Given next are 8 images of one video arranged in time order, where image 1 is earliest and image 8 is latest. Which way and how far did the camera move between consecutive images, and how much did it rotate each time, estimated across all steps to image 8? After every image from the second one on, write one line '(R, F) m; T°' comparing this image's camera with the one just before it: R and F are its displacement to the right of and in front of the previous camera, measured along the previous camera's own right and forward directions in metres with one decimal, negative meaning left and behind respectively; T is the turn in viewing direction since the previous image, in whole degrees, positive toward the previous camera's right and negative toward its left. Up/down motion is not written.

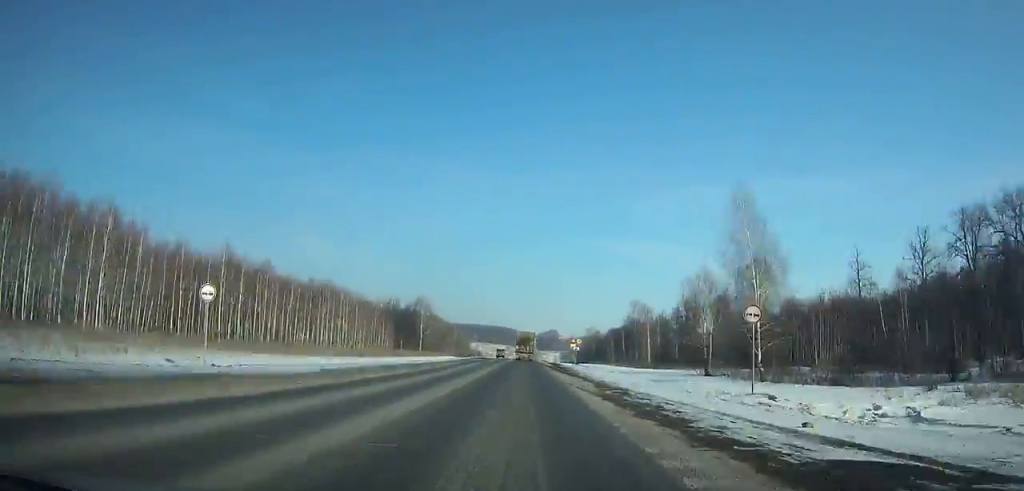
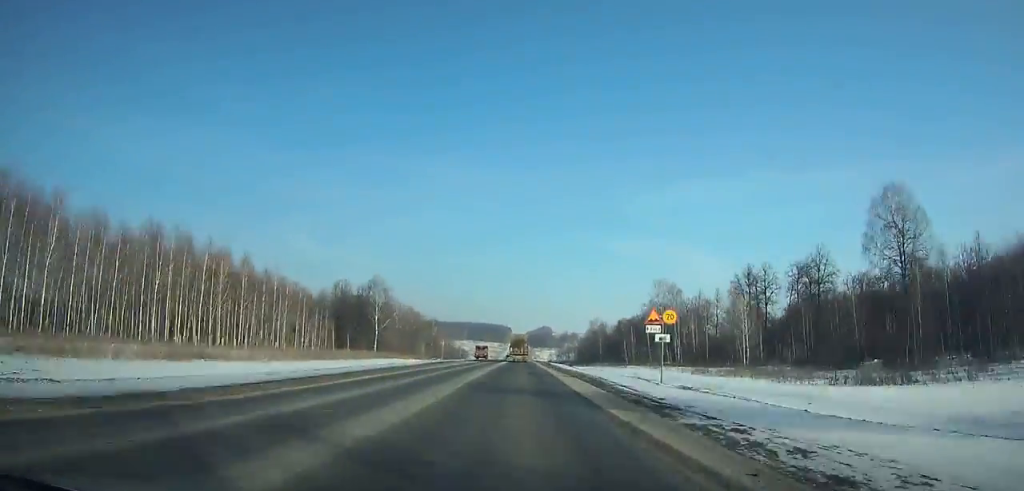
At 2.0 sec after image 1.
(+0.1, +50.0) m; 0°
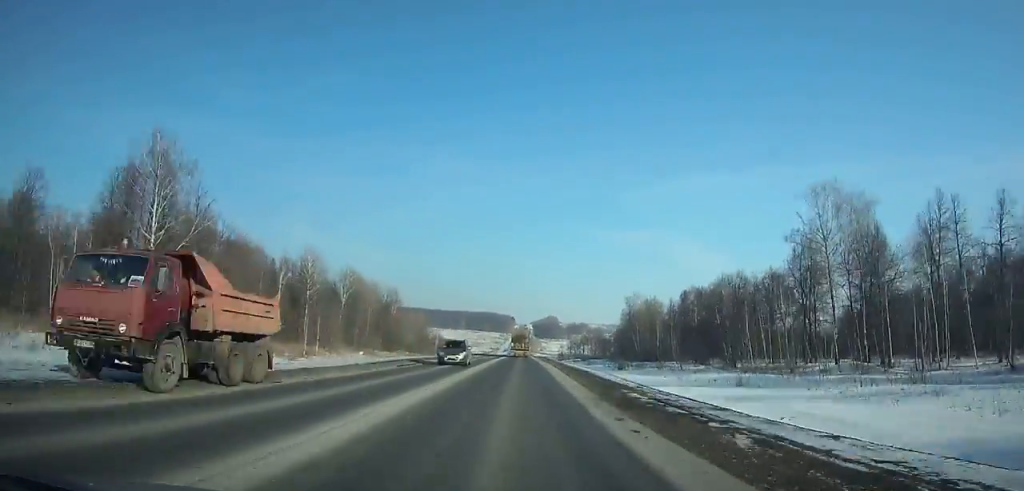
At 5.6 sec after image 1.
(-0.1, +89.2) m; 0°
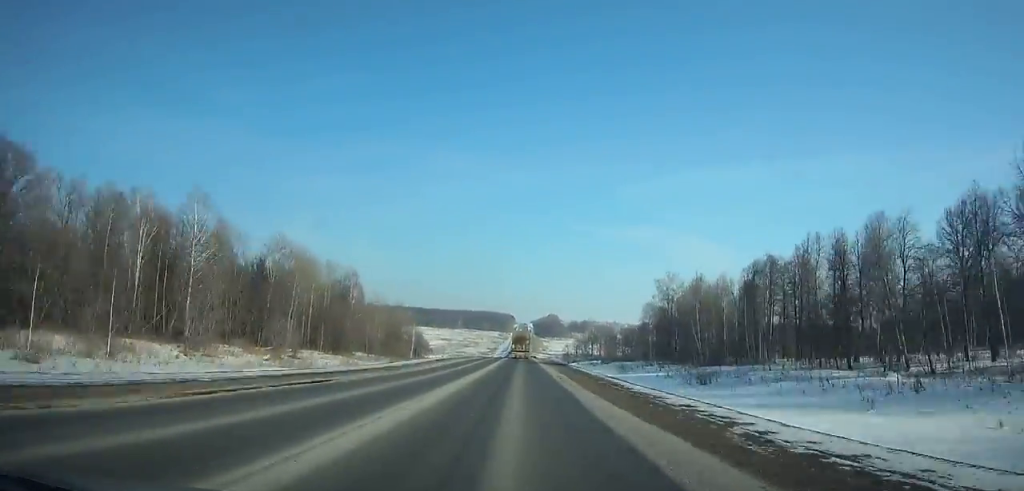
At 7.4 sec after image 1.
(-0.1, +44.1) m; 0°
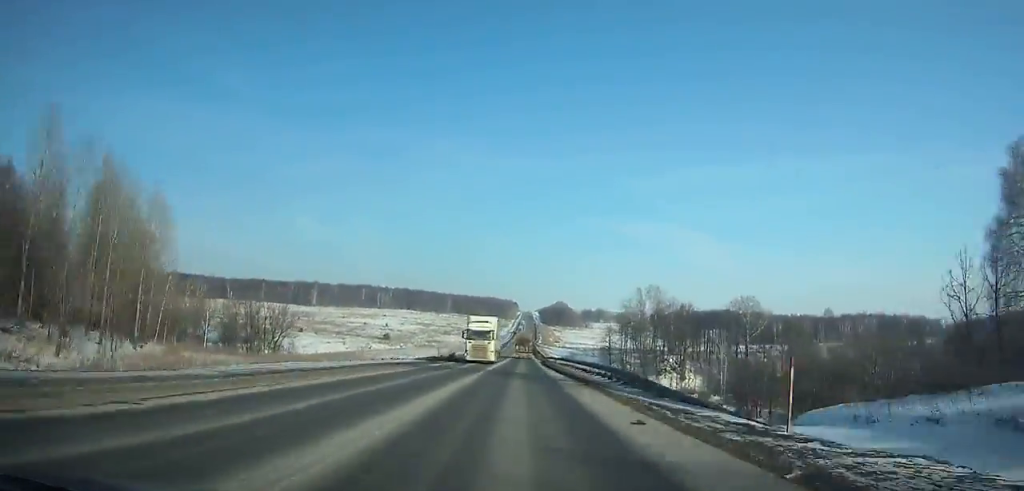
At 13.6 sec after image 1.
(+0.3, +151.5) m; 0°
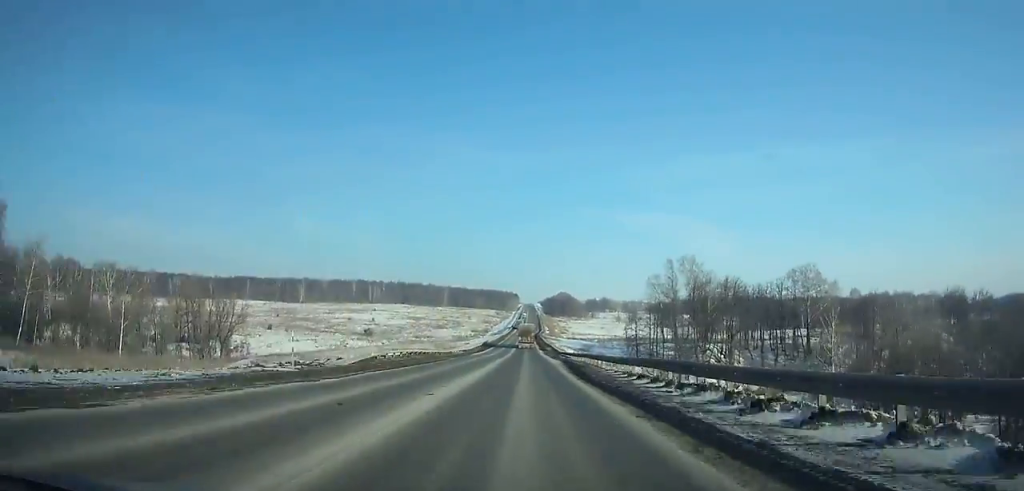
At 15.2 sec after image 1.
(-0.1, +39.4) m; 0°
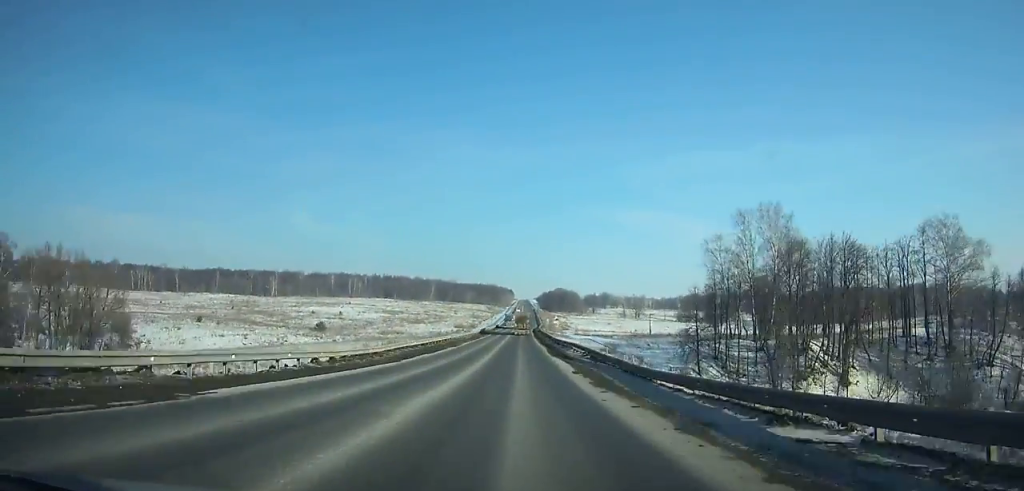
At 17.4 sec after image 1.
(+0.2, +54.5) m; 0°
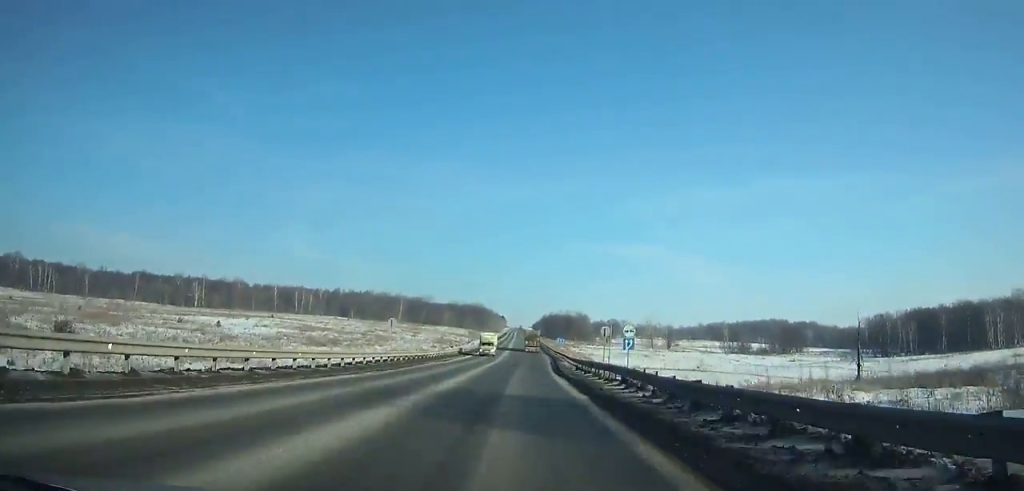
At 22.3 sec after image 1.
(+0.7, +121.0) m; +1°
